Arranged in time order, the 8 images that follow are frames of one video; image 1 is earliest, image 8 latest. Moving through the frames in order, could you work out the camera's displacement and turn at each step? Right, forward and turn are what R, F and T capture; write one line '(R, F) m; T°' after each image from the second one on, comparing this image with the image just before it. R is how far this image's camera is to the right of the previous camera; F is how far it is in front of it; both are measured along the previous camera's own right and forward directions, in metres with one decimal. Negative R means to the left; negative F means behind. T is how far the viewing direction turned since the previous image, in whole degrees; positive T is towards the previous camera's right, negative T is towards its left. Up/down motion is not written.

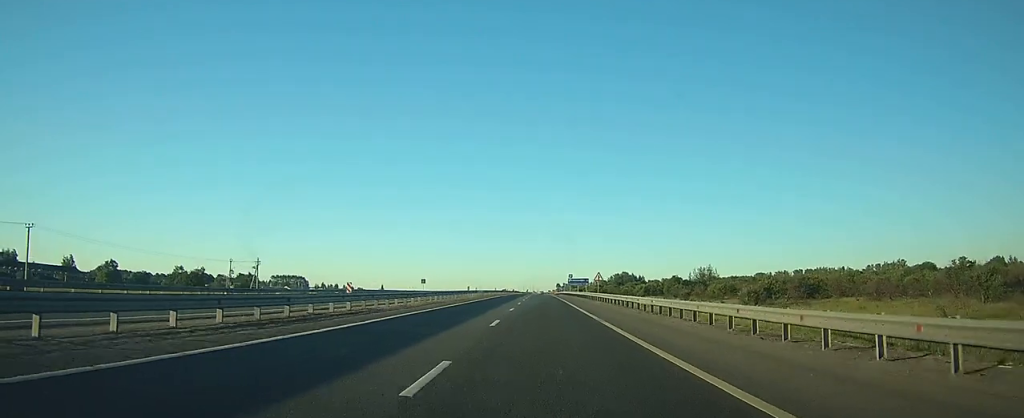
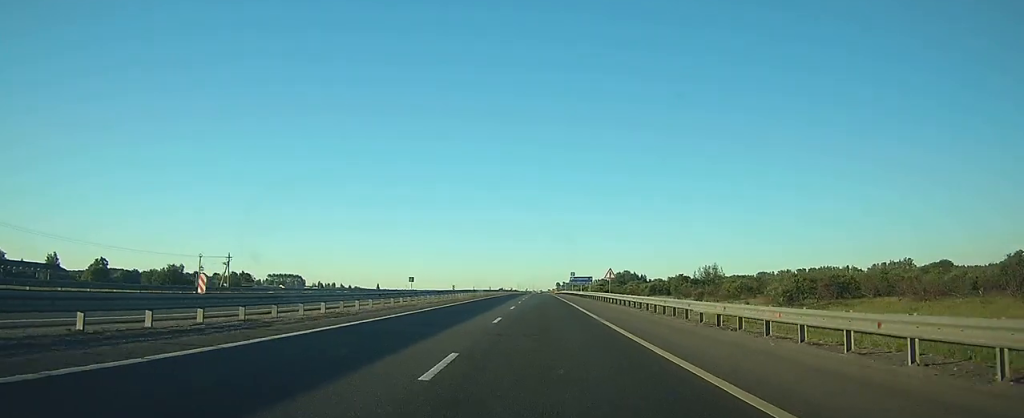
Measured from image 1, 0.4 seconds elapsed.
(0.0, +10.9) m; 0°
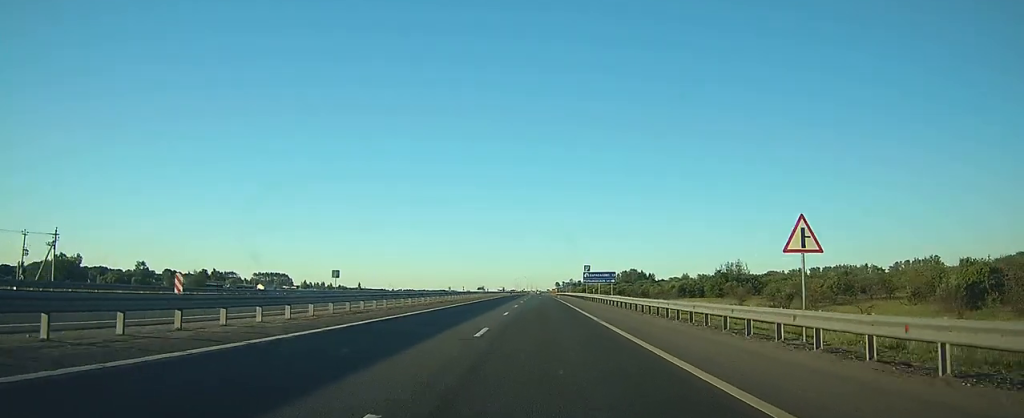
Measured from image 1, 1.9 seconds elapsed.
(0.0, +40.7) m; 0°
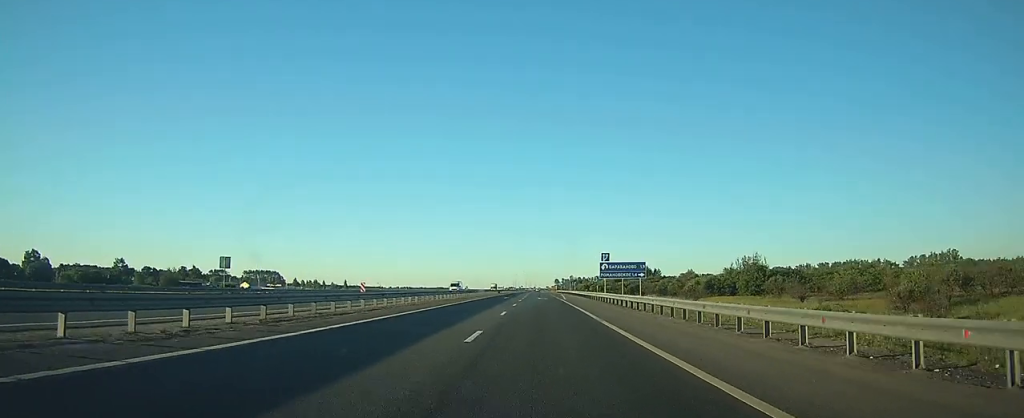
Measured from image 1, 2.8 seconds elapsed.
(0.0, +25.3) m; 0°
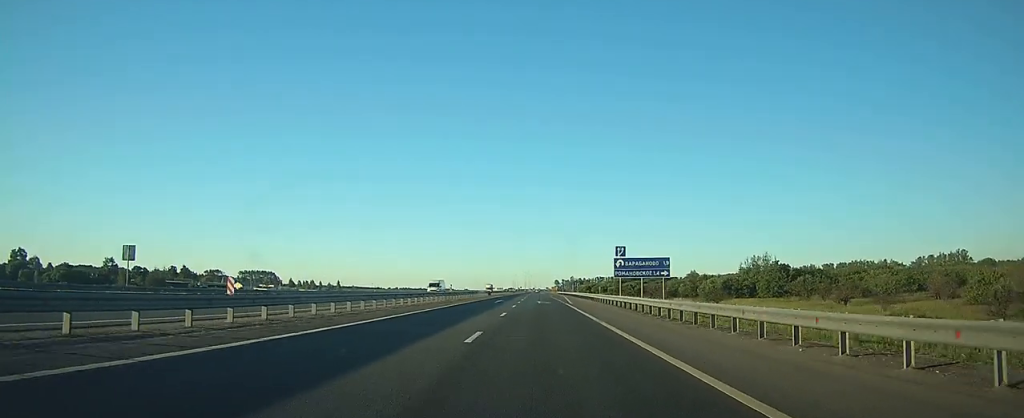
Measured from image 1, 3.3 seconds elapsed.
(0.0, +11.7) m; 0°
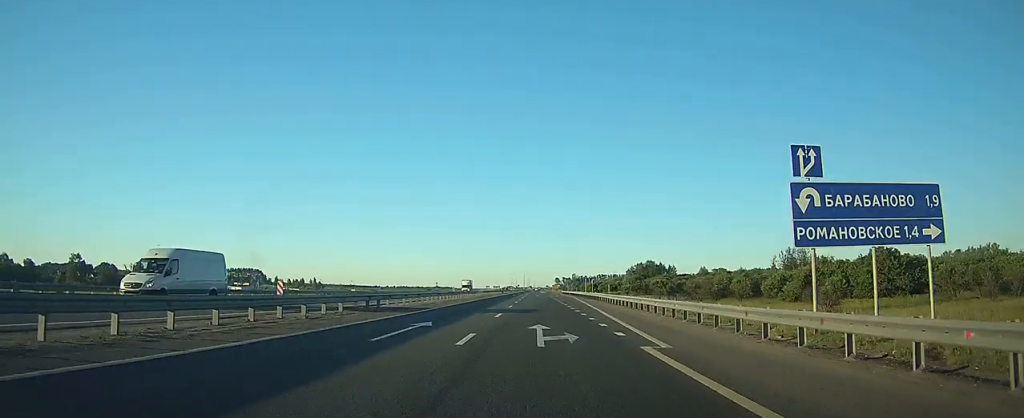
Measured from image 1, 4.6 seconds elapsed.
(0.0, +36.1) m; 0°
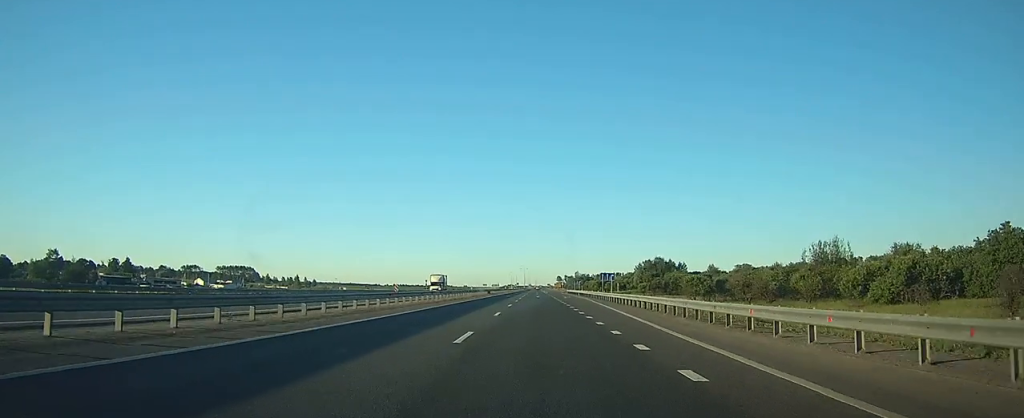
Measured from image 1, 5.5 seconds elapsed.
(+0.1, +23.6) m; 0°
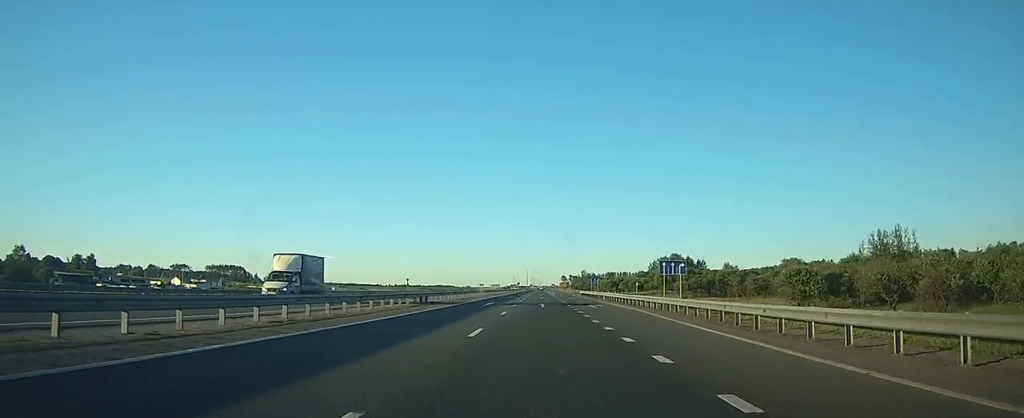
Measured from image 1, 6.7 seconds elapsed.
(-0.1, +33.6) m; -1°
